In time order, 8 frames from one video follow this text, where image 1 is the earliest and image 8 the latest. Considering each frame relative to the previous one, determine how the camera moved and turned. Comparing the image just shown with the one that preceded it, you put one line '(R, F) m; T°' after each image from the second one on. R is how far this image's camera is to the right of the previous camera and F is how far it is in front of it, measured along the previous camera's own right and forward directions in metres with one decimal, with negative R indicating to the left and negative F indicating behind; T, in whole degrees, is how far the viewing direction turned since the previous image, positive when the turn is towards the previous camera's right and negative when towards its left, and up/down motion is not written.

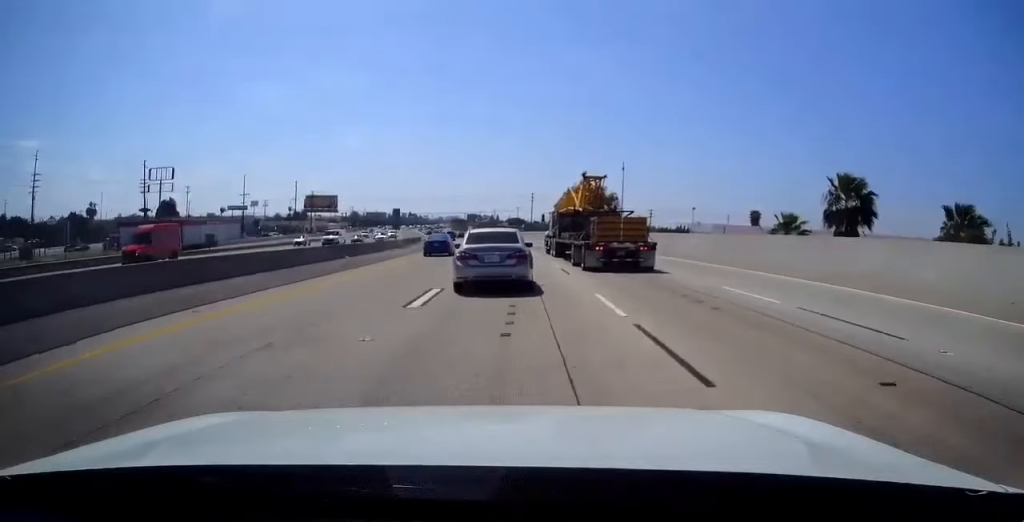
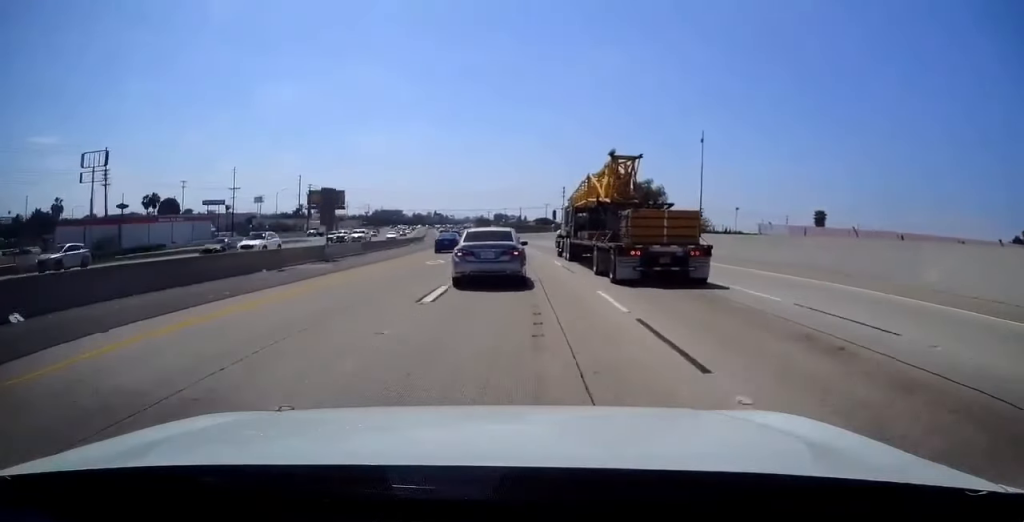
(-0.3, +28.2) m; -1°
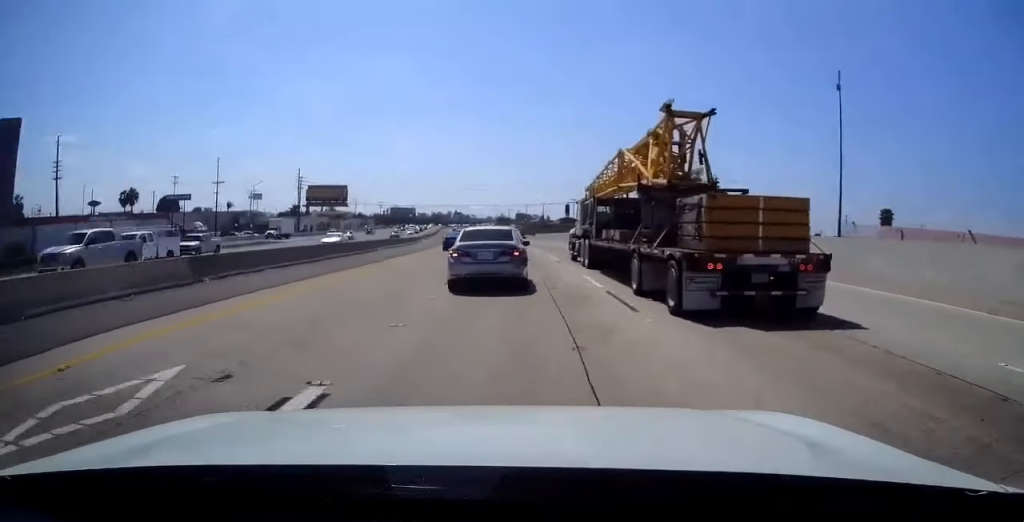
(-0.3, +23.2) m; -1°
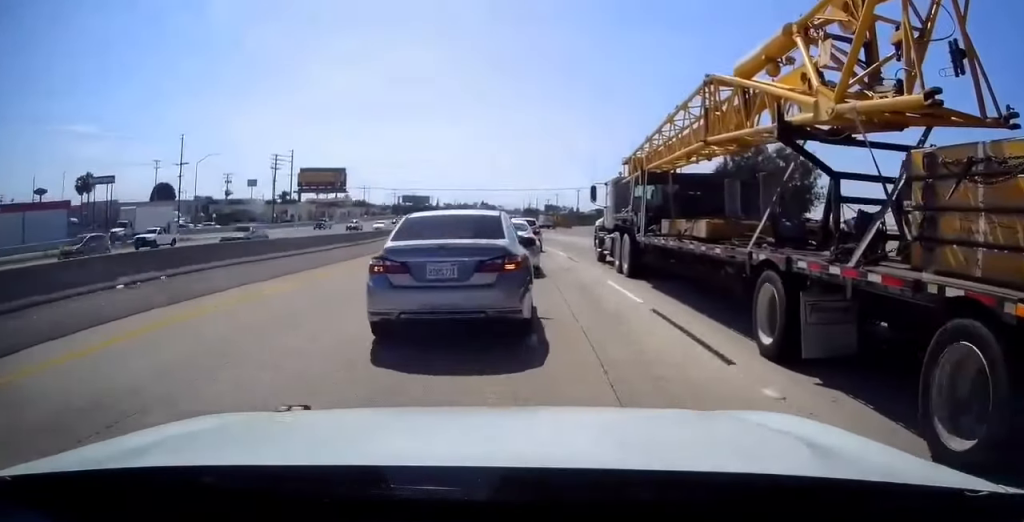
(0.0, +36.6) m; +1°
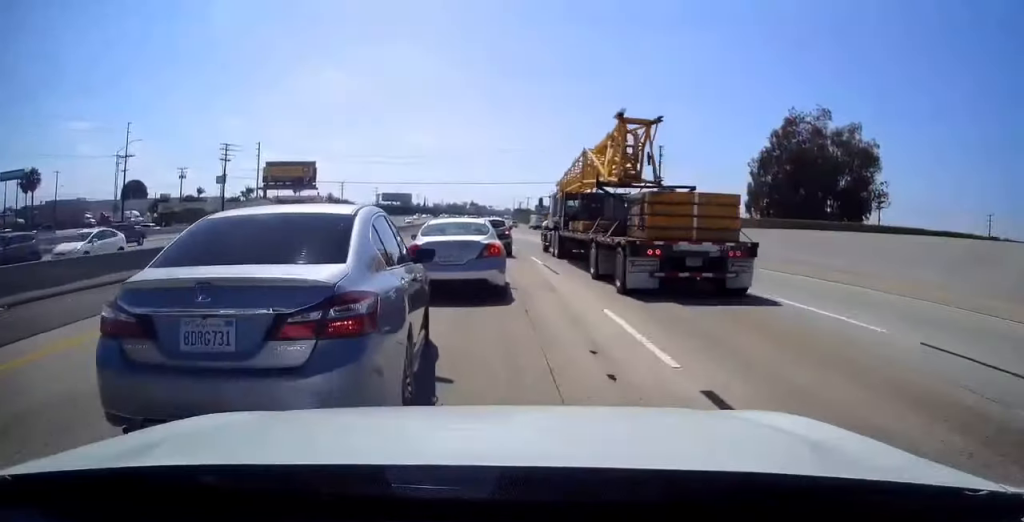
(+0.7, +36.4) m; +2°
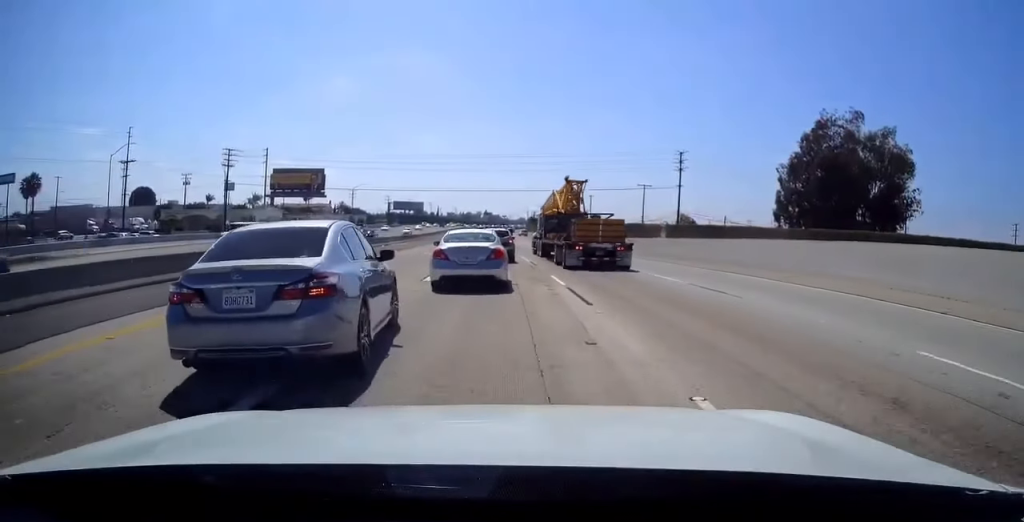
(+0.1, +19.2) m; 0°
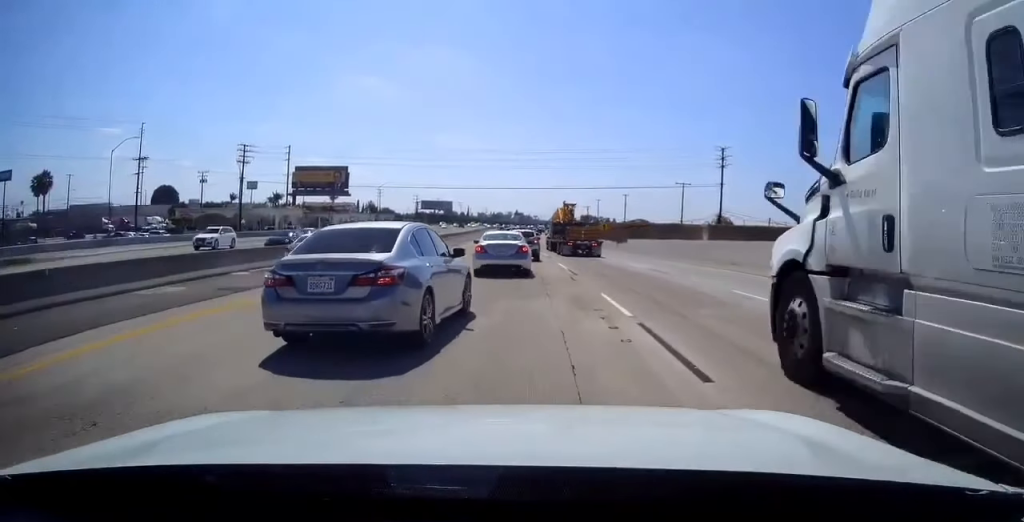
(-0.3, +24.1) m; -2°
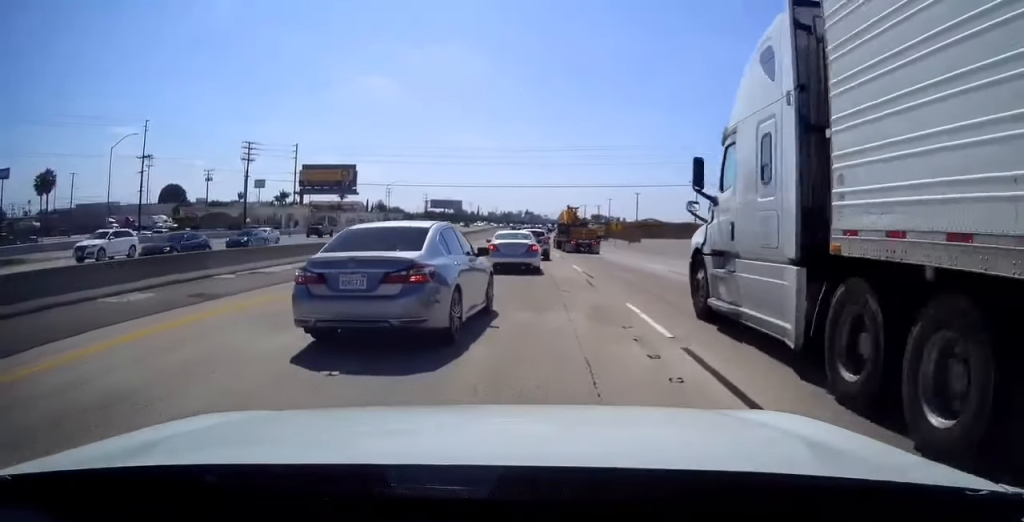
(-0.1, +8.3) m; -1°
